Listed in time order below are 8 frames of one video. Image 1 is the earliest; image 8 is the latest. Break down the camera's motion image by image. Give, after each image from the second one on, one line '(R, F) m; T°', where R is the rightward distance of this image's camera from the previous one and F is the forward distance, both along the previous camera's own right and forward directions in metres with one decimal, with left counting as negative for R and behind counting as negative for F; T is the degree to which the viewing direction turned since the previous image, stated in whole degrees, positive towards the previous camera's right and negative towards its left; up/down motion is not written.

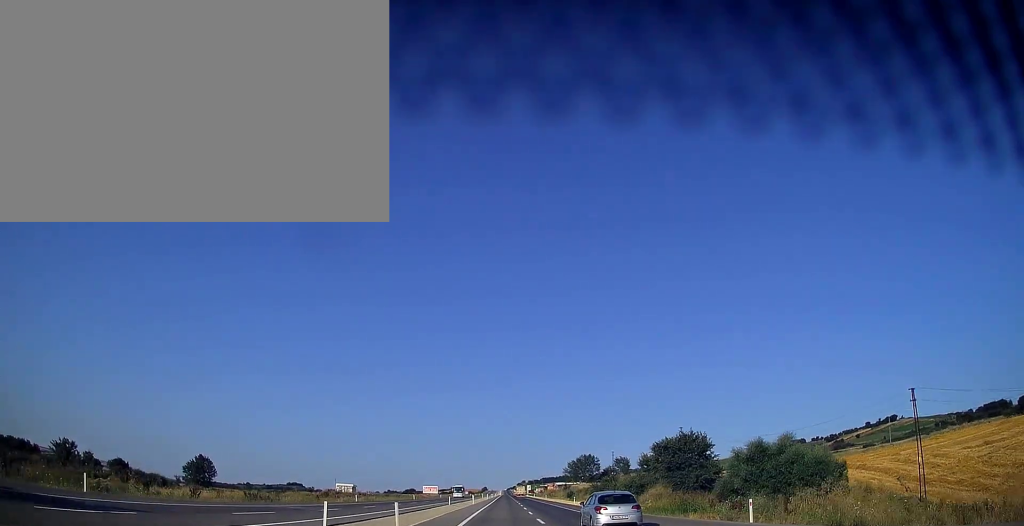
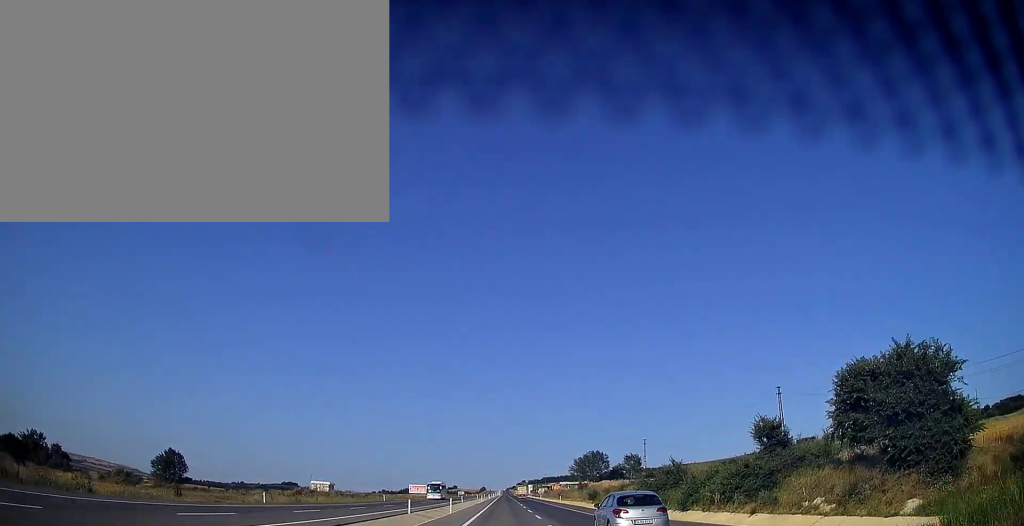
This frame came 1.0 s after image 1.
(-0.1, +30.3) m; 0°
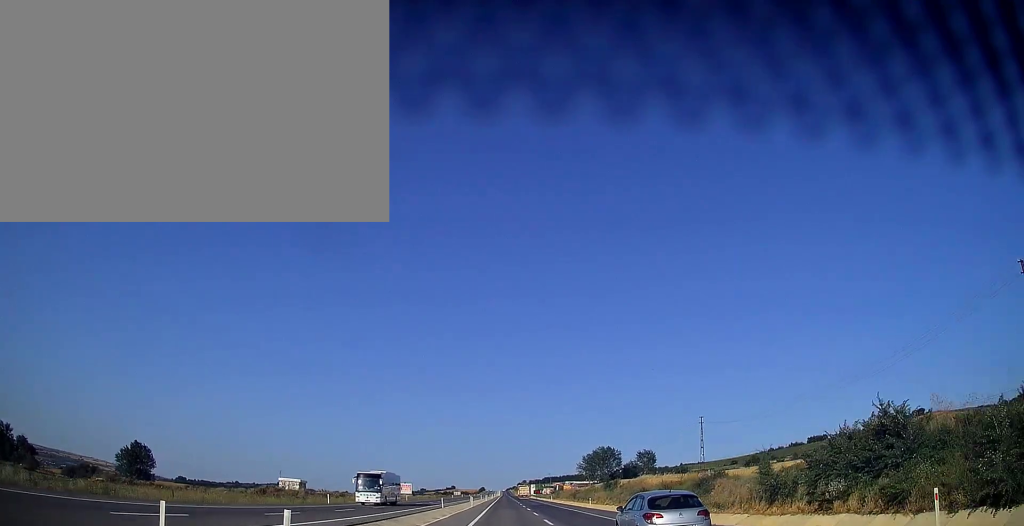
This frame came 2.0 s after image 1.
(0.0, +29.6) m; 0°
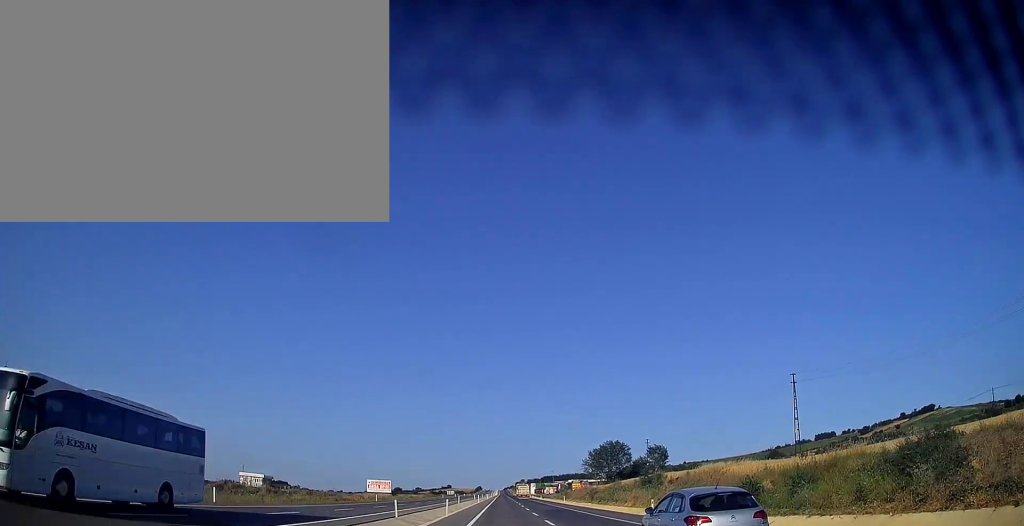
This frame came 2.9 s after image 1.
(+0.1, +25.1) m; 0°
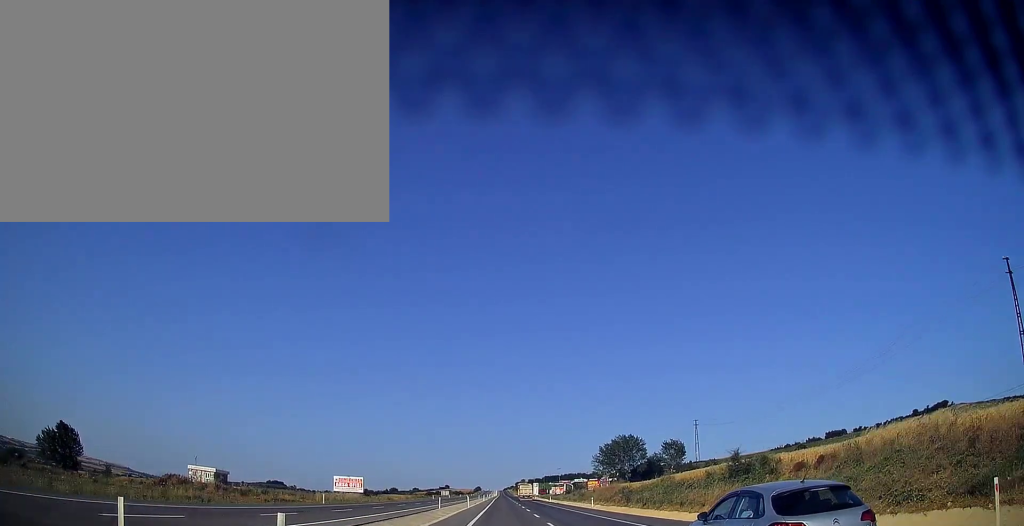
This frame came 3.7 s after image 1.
(0.0, +25.7) m; 0°
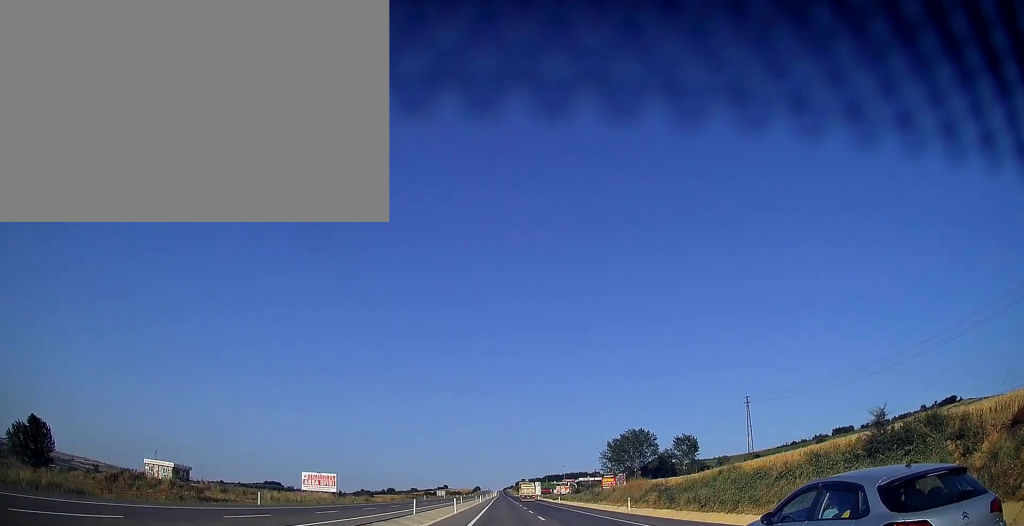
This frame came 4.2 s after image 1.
(0.0, +16.8) m; 0°
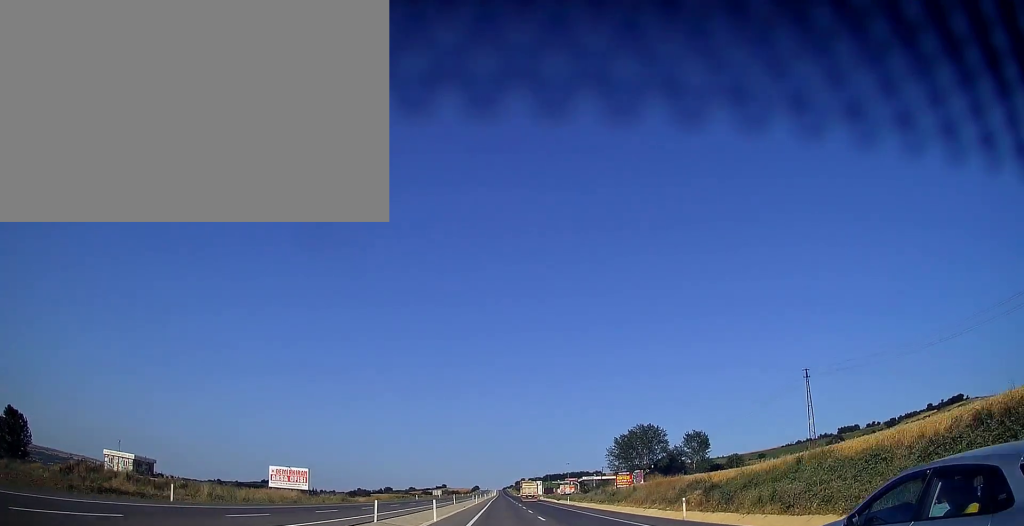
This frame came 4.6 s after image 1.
(0.0, +12.6) m; 0°
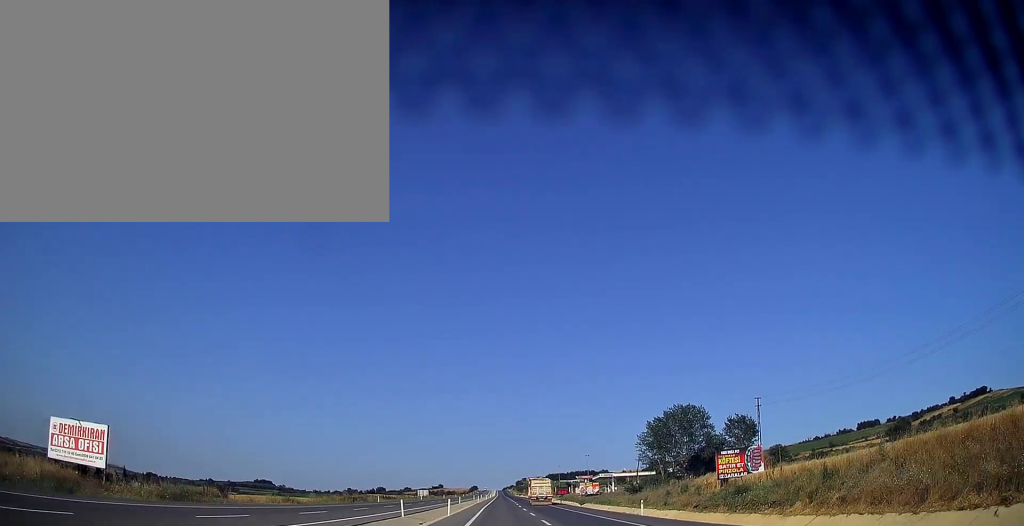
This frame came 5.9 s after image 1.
(0.0, +40.5) m; 0°
